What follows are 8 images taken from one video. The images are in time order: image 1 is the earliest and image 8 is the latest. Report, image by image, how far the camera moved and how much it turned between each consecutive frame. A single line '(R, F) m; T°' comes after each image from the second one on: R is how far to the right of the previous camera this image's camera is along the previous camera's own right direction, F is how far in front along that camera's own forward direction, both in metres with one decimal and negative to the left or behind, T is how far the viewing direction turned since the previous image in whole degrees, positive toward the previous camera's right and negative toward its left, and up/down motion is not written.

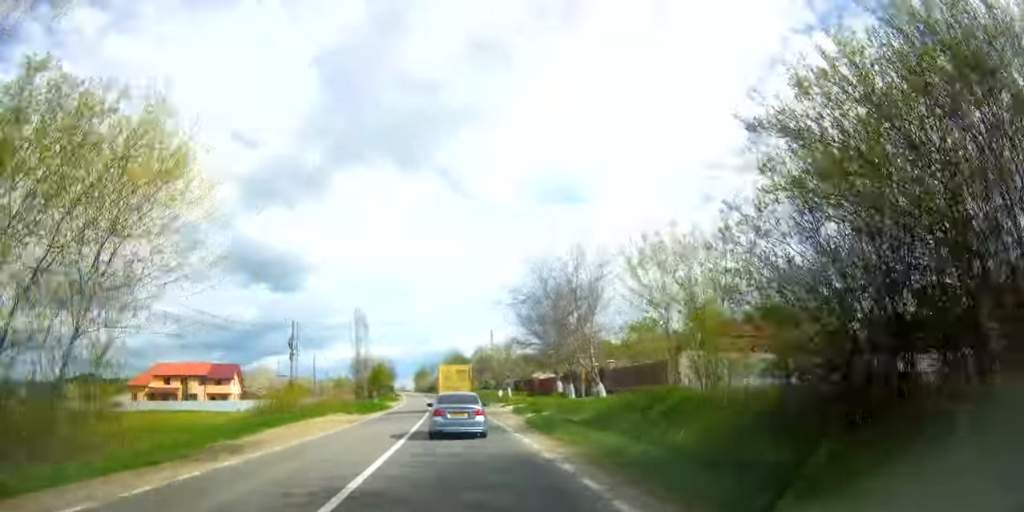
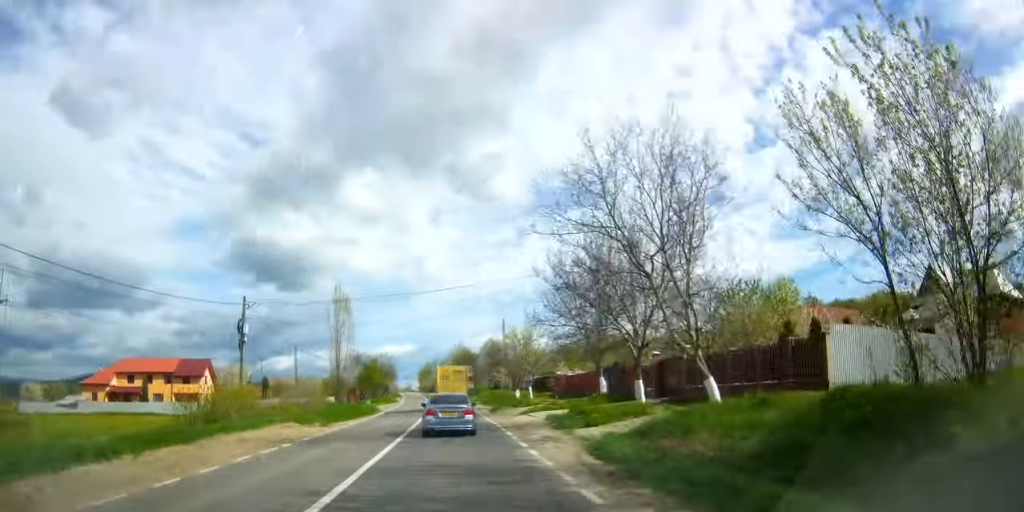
(0.0, +13.4) m; 0°
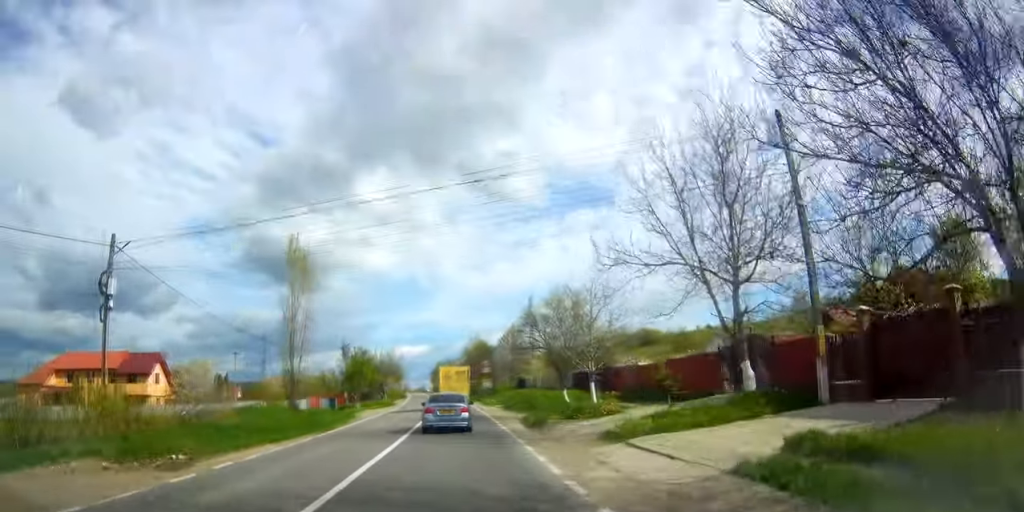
(0.0, +17.5) m; 0°
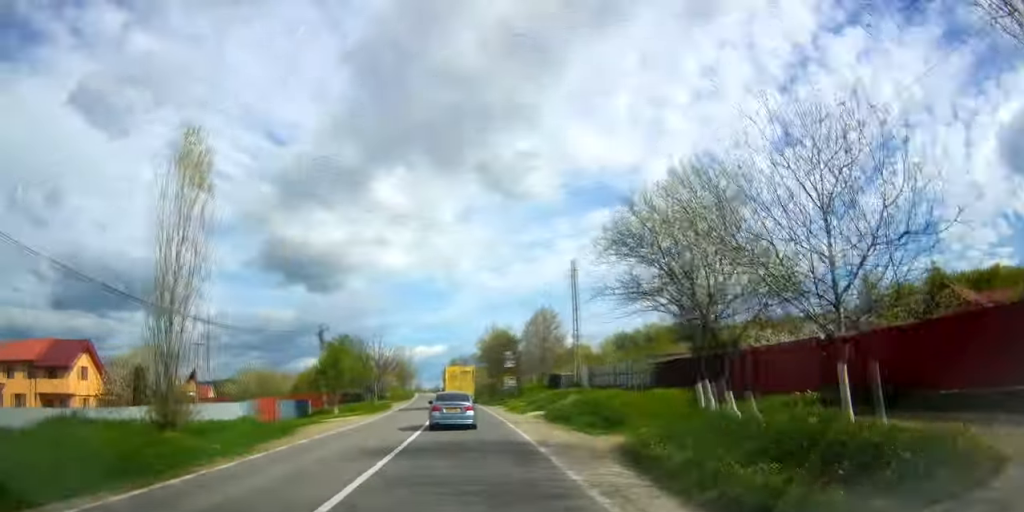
(0.0, +16.9) m; -1°
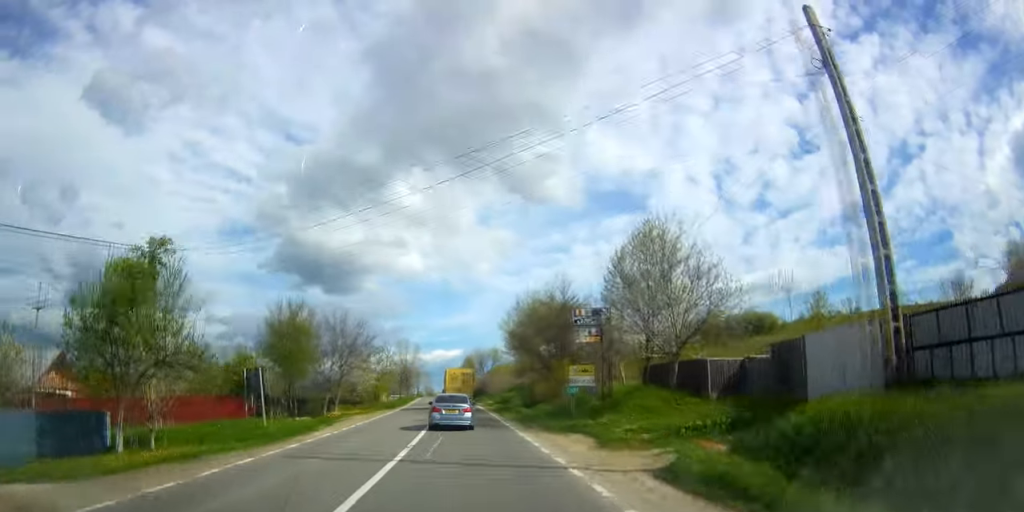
(-0.5, +30.8) m; -2°
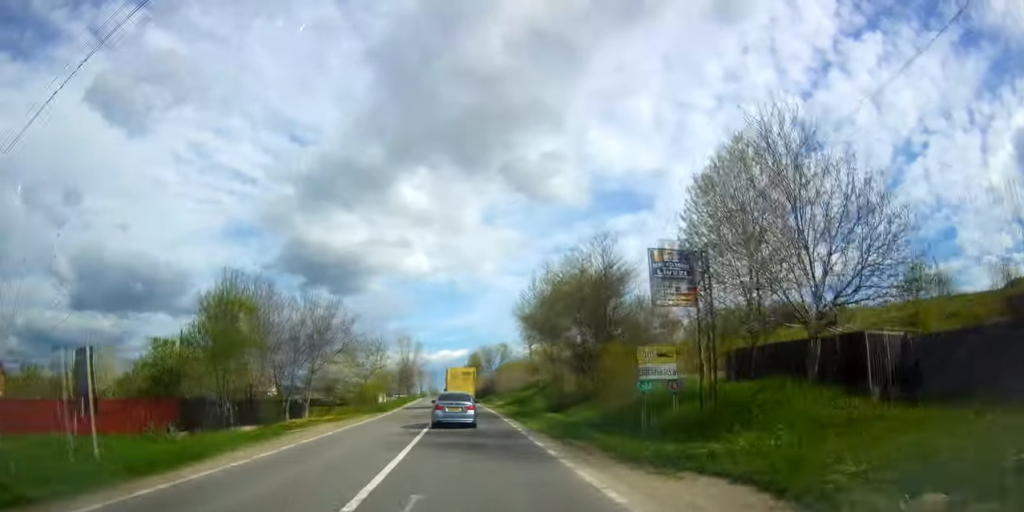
(0.0, +10.6) m; -1°
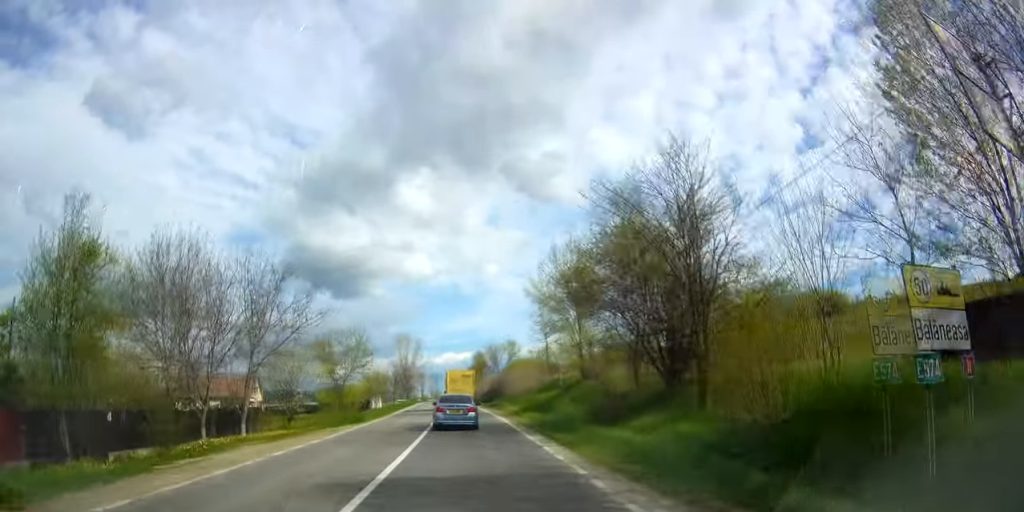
(-0.4, +10.7) m; 0°
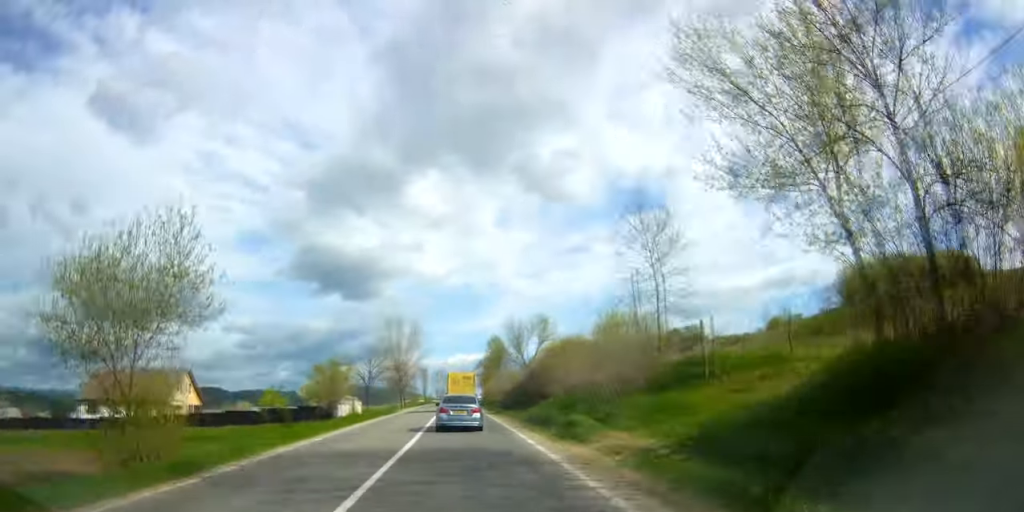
(+0.1, +29.5) m; 0°
